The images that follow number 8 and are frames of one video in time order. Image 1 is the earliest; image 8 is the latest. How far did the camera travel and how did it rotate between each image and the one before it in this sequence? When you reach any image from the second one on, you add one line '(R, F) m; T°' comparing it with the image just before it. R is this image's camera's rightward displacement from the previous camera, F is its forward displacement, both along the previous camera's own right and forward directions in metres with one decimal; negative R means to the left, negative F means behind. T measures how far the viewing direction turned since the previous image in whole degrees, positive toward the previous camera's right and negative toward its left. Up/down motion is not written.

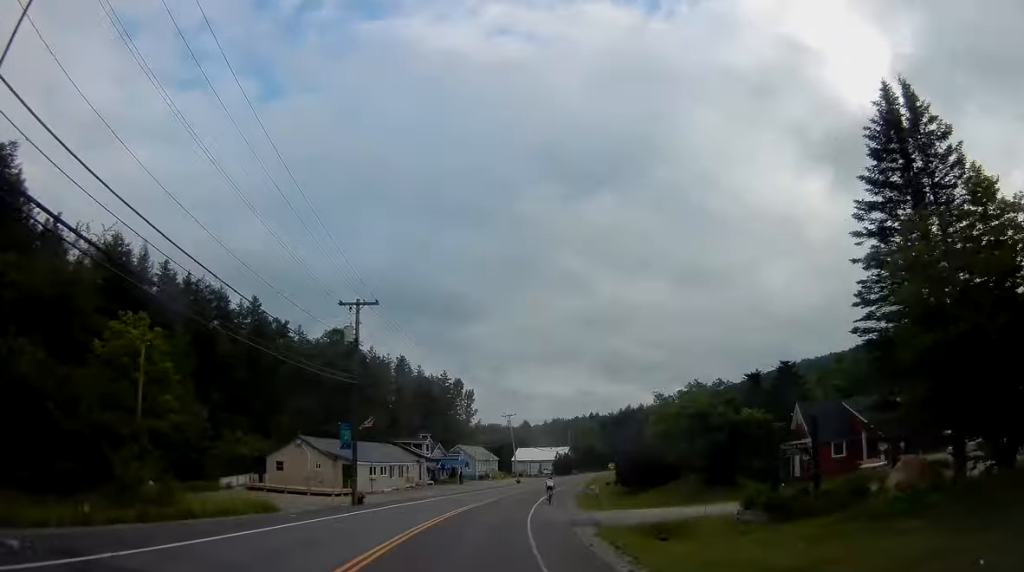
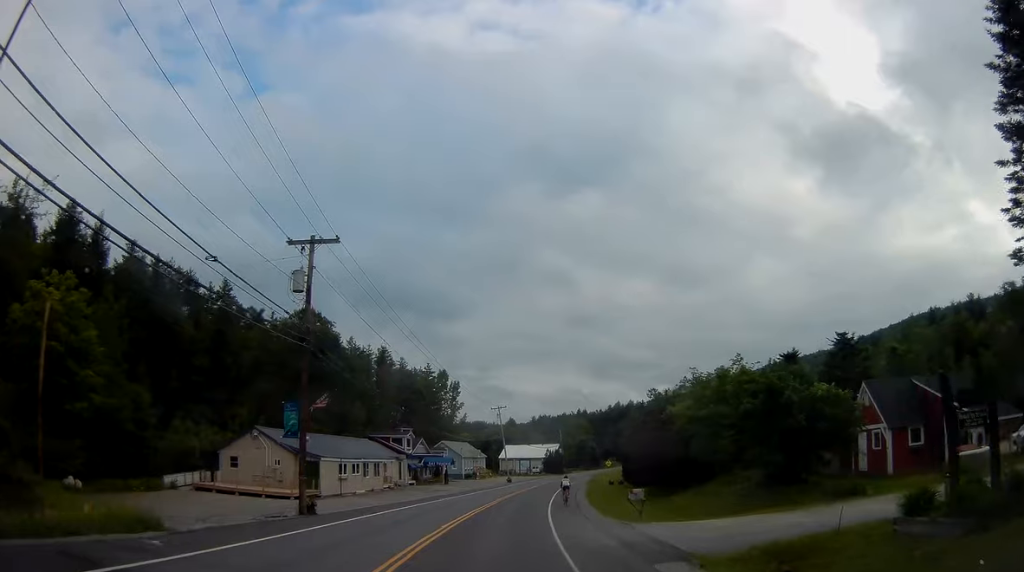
(+0.1, +9.8) m; +1°
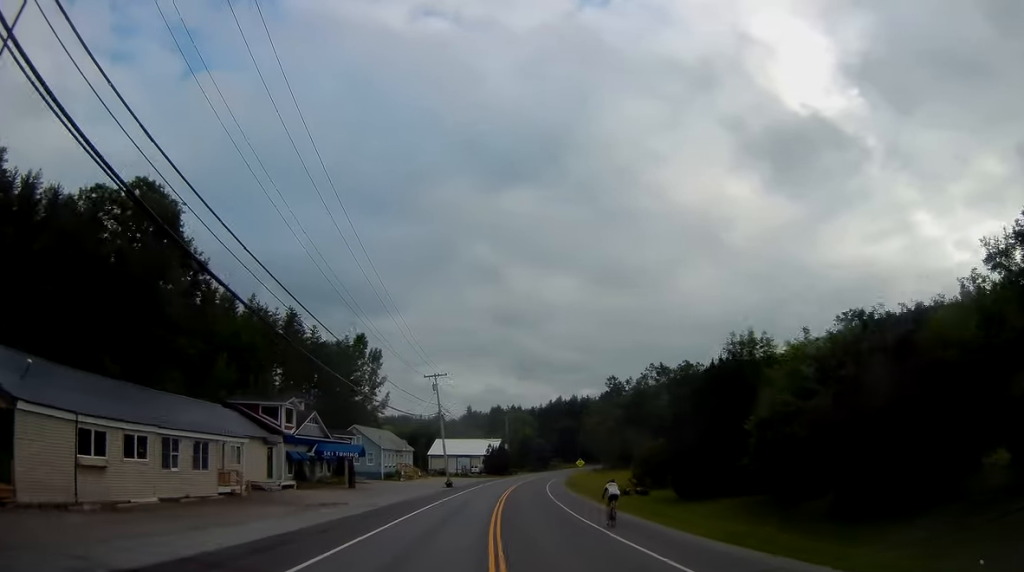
(+1.8, +31.5) m; +7°
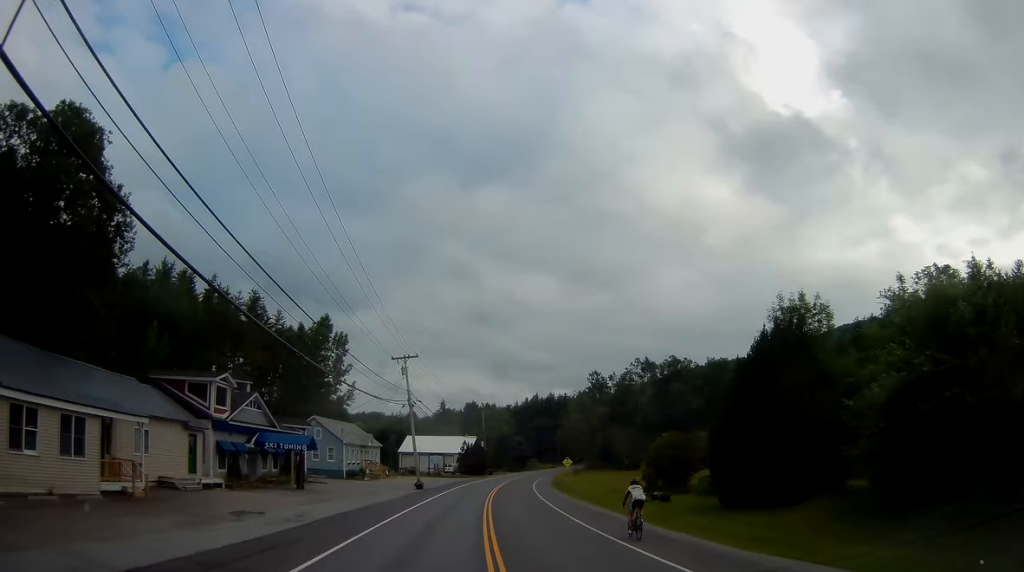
(+0.3, +9.7) m; +2°
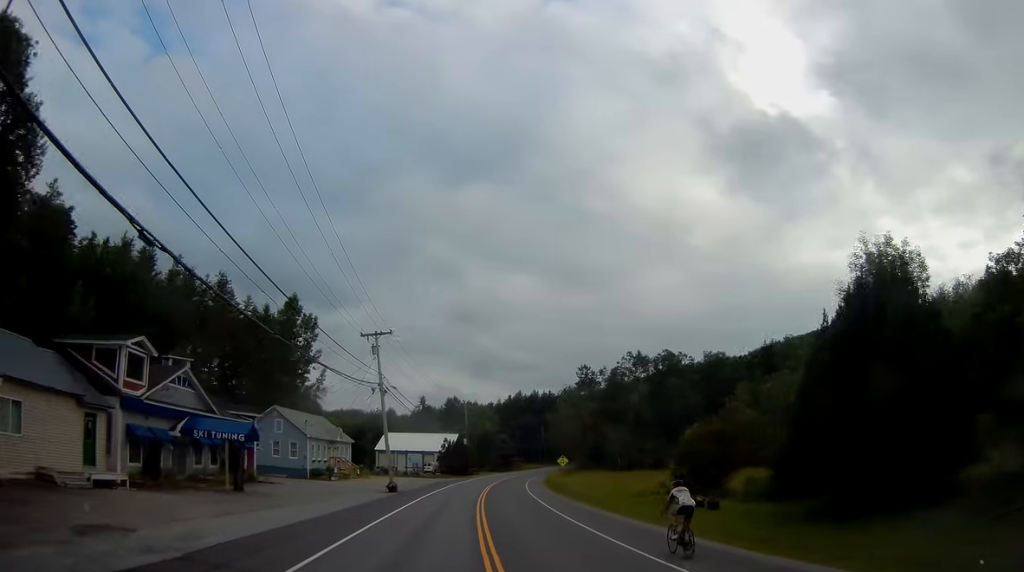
(+0.1, +9.2) m; +2°
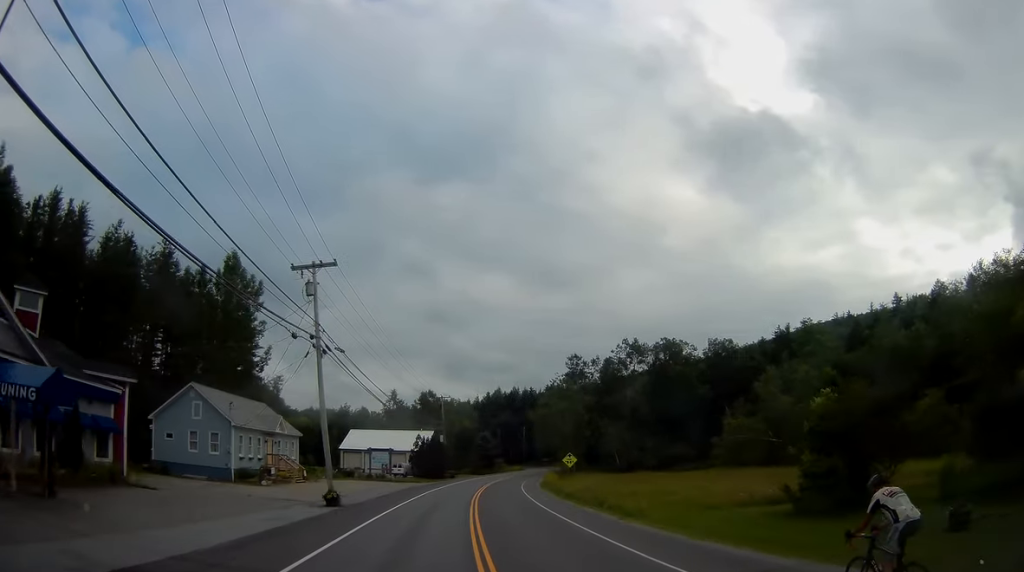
(+0.5, +16.2) m; +3°
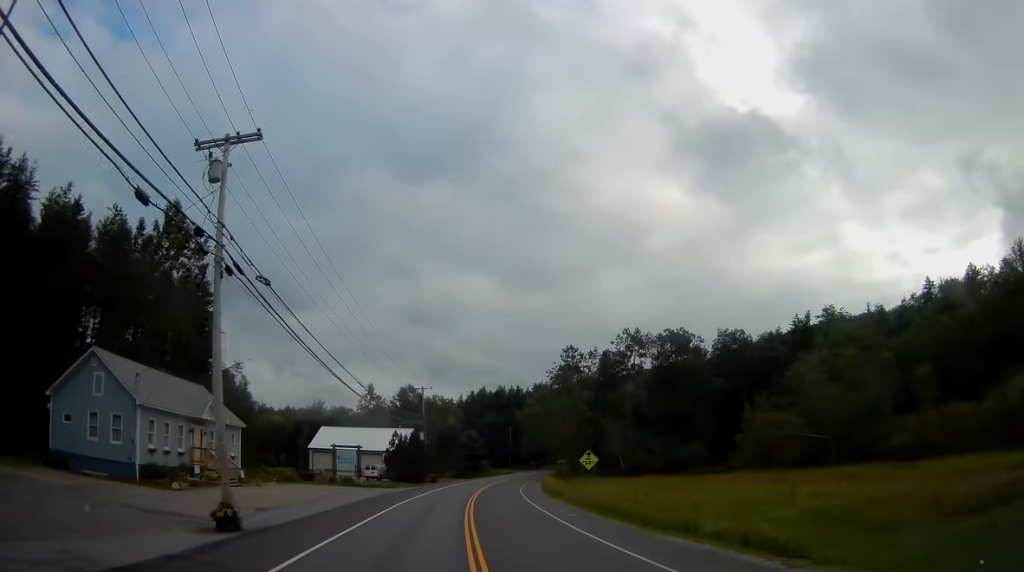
(+0.3, +12.8) m; +2°
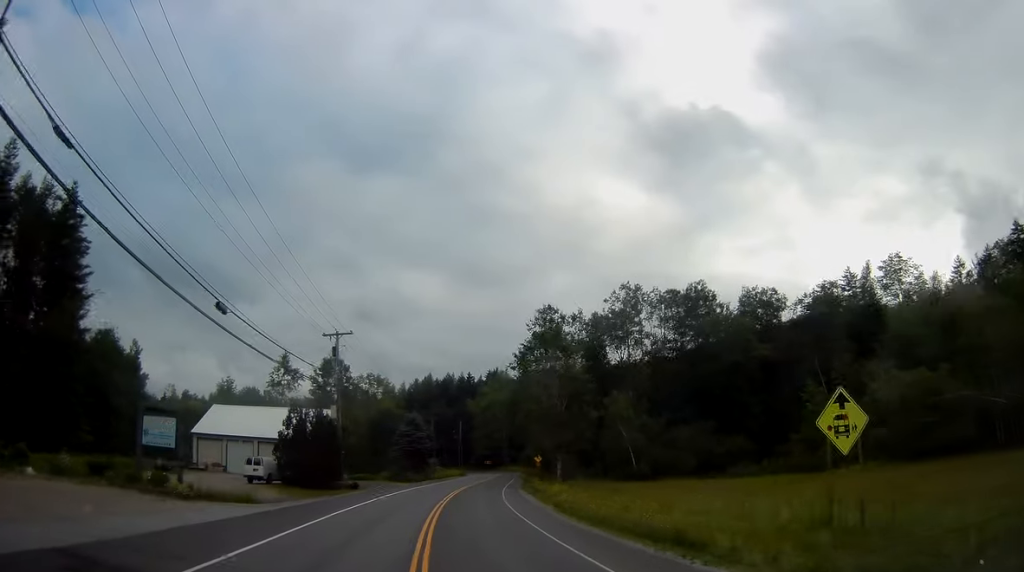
(+1.0, +30.3) m; +5°
